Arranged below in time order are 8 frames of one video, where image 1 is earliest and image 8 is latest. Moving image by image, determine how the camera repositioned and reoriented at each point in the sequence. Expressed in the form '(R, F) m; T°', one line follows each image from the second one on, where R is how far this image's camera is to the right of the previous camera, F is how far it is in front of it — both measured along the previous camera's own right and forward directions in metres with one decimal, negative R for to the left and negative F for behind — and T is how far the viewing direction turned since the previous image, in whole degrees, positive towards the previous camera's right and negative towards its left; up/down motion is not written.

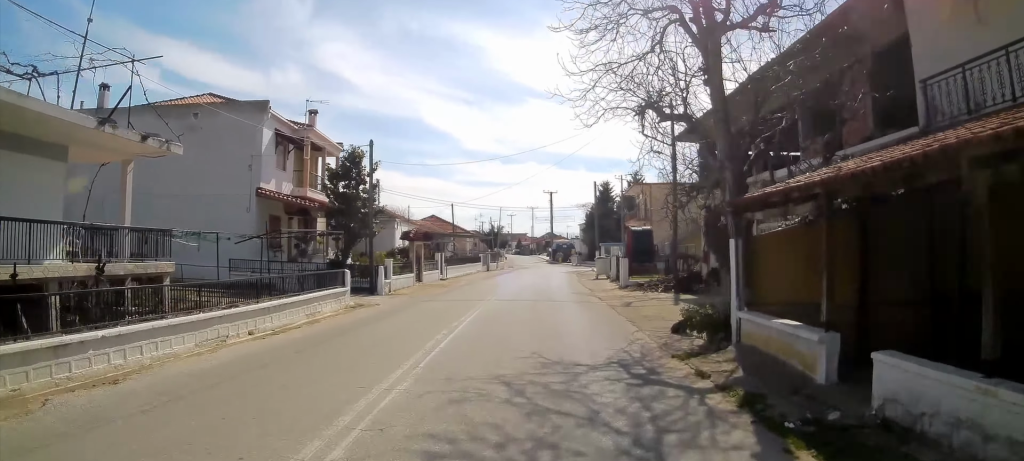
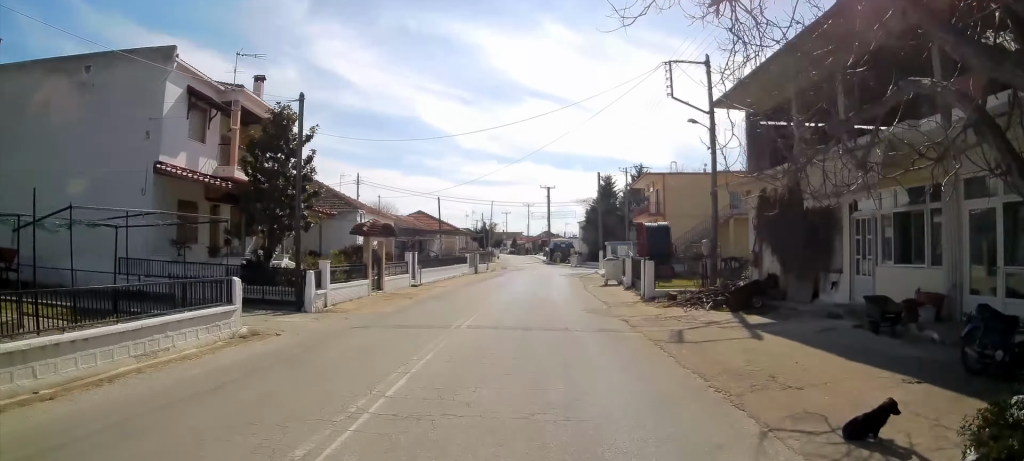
(0.0, +7.7) m; -1°
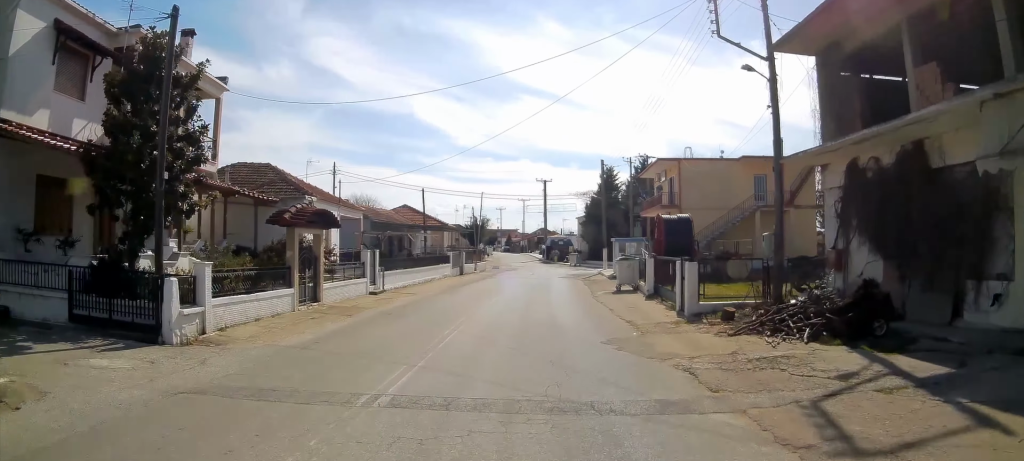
(-0.1, +7.1) m; 0°
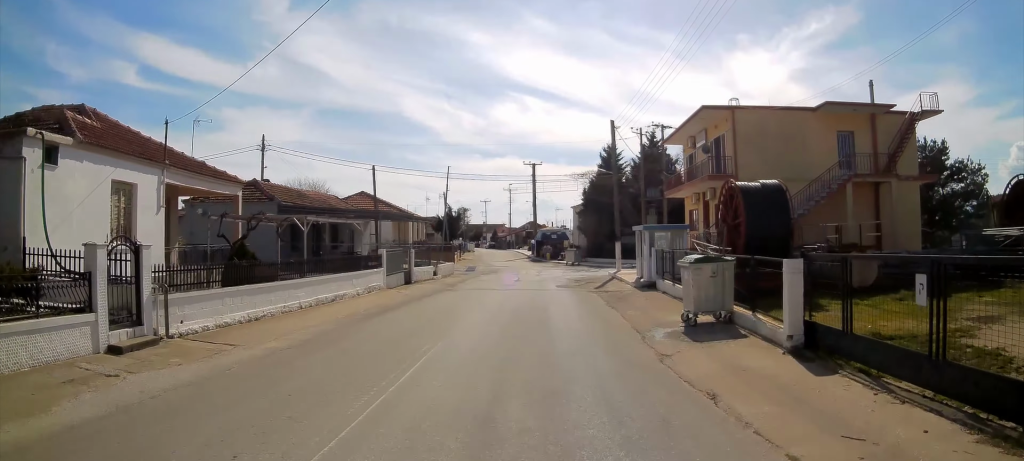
(+0.2, +14.4) m; +1°
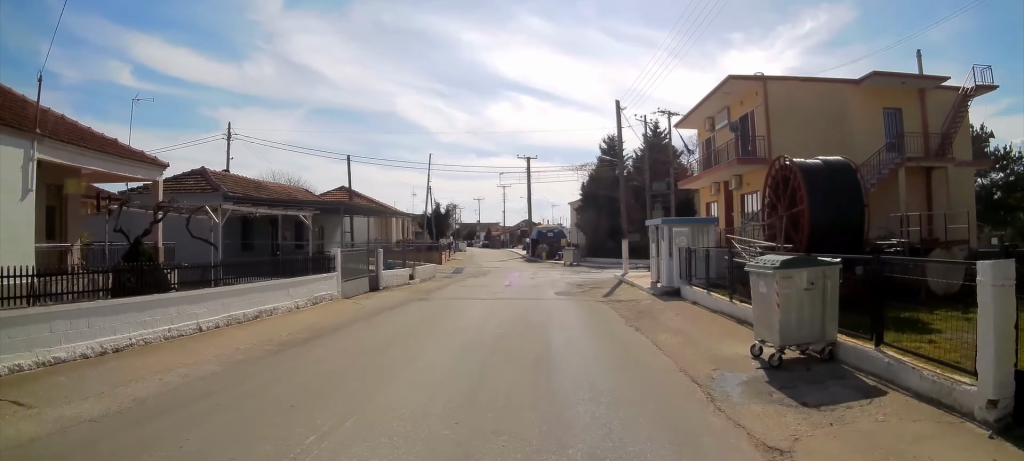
(0.0, +5.0) m; 0°
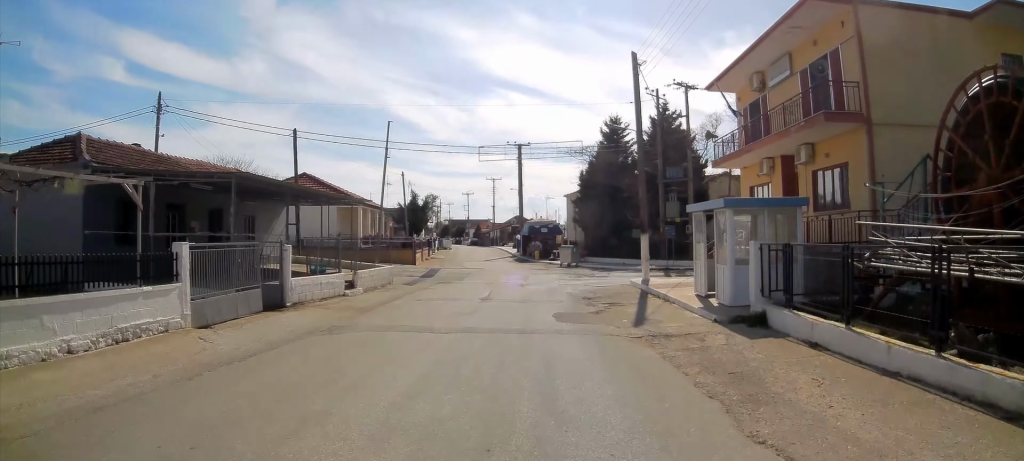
(0.0, +8.7) m; +1°
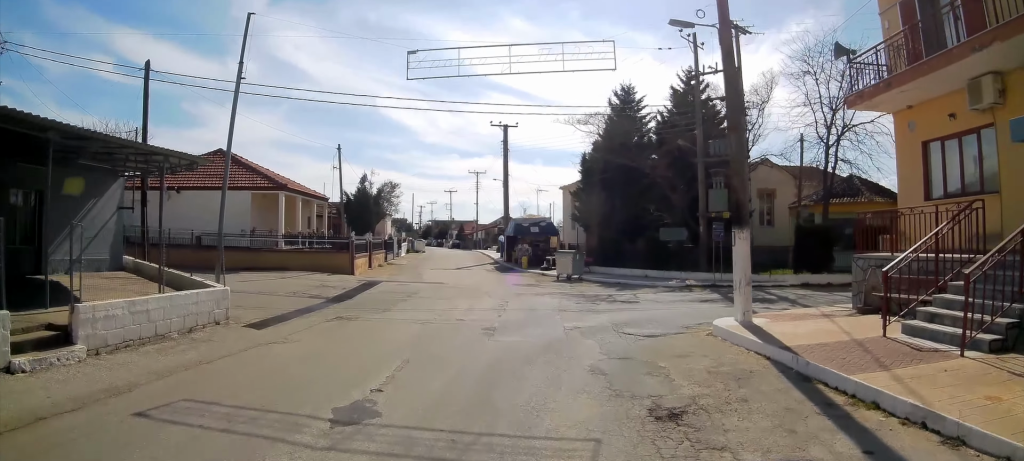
(+0.1, +15.1) m; +2°
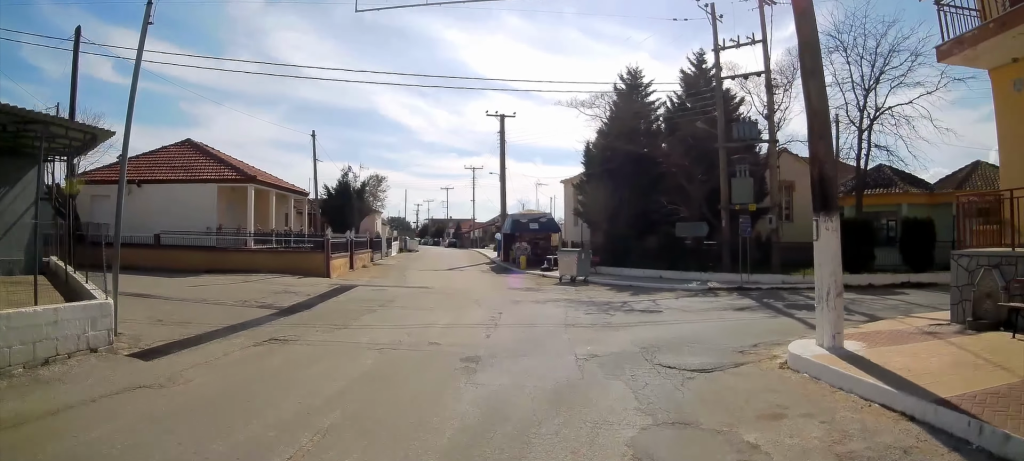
(+0.2, +4.4) m; +1°
